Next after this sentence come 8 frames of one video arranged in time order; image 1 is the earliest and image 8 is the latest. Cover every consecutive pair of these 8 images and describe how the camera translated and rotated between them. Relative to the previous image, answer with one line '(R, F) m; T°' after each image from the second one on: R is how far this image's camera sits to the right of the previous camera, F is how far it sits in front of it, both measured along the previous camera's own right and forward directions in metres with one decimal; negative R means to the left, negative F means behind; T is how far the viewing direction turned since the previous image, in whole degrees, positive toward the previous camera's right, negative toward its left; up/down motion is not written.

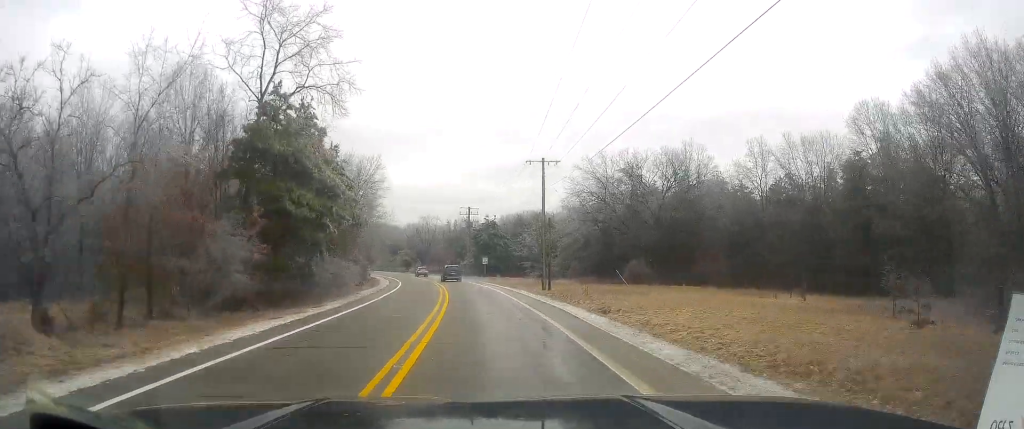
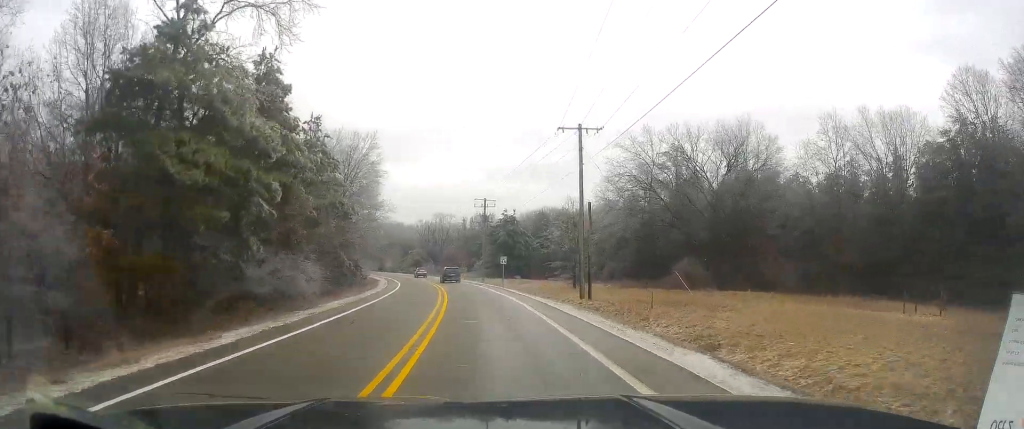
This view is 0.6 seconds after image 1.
(-0.6, +12.7) m; -2°
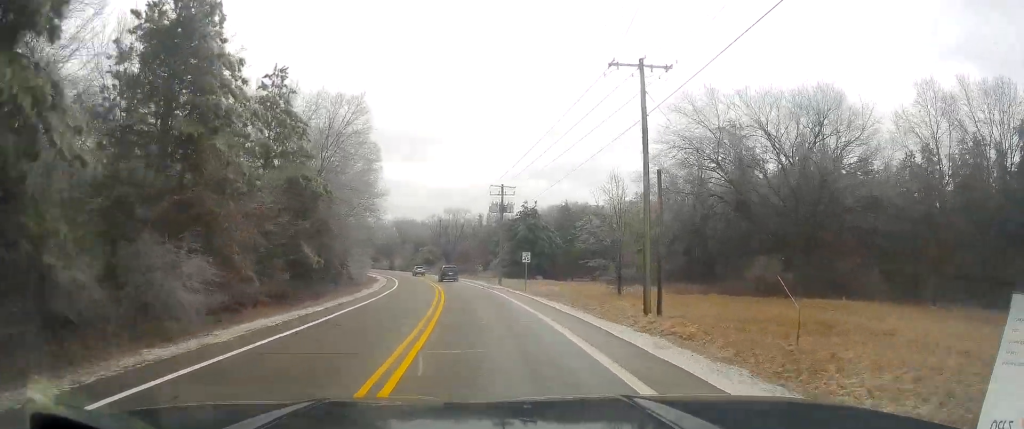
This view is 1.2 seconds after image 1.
(-0.2, +12.7) m; -2°
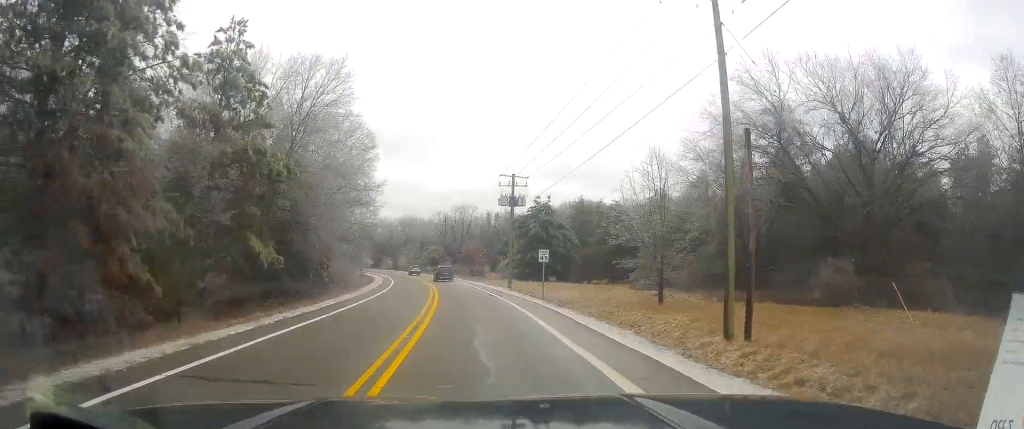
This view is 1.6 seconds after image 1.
(+0.2, +8.5) m; -1°
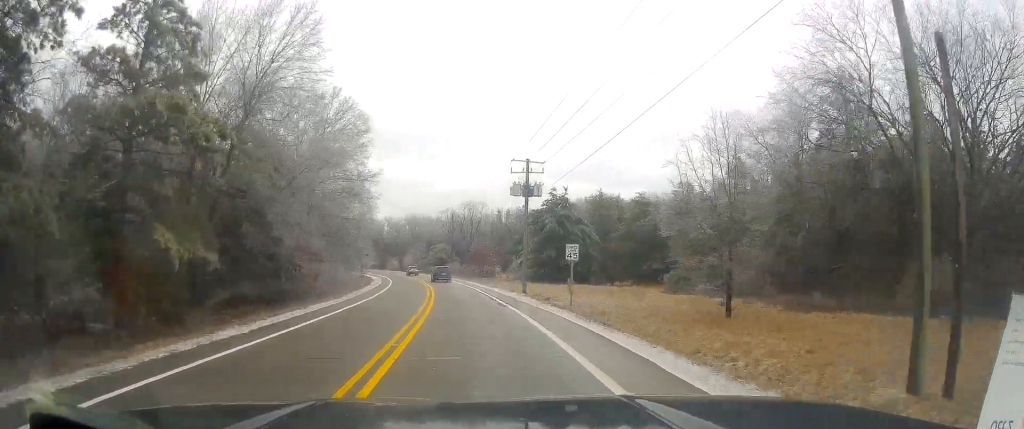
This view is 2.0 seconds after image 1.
(0.0, +8.5) m; -1°
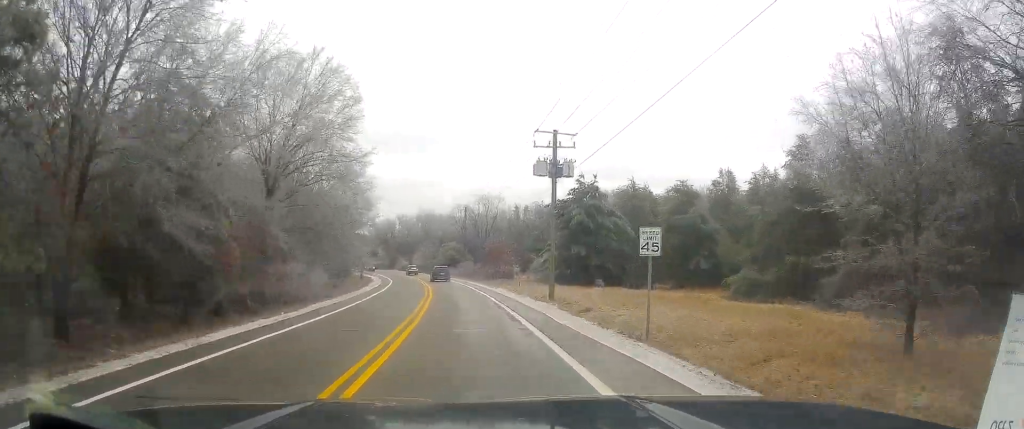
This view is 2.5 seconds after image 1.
(-0.5, +11.5) m; -1°
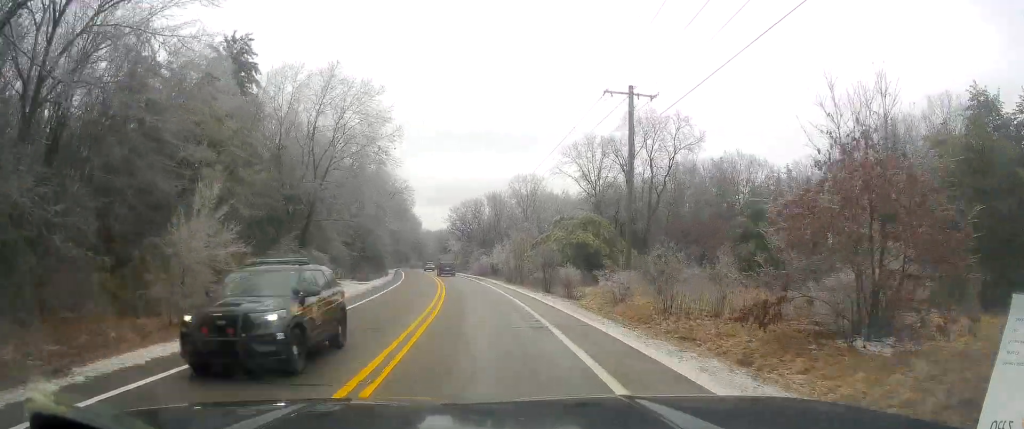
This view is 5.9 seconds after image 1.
(-5.5, +71.3) m; -12°
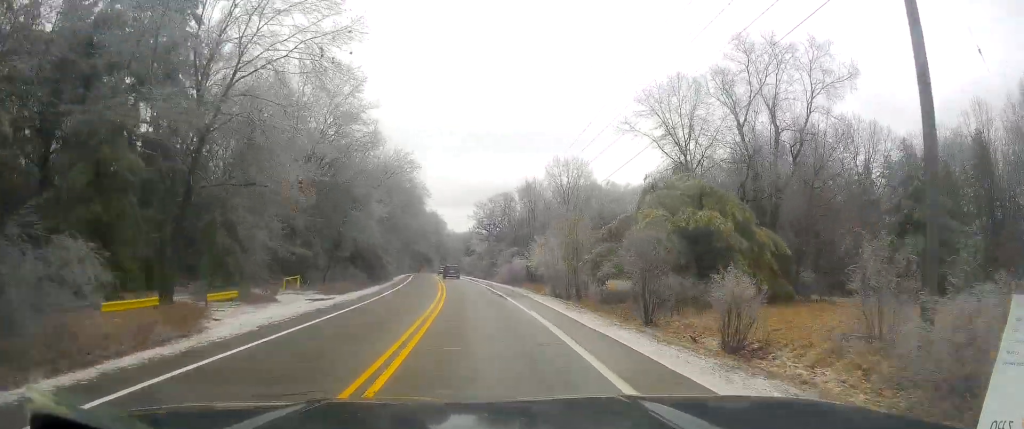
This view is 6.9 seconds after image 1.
(-0.7, +22.3) m; -2°
